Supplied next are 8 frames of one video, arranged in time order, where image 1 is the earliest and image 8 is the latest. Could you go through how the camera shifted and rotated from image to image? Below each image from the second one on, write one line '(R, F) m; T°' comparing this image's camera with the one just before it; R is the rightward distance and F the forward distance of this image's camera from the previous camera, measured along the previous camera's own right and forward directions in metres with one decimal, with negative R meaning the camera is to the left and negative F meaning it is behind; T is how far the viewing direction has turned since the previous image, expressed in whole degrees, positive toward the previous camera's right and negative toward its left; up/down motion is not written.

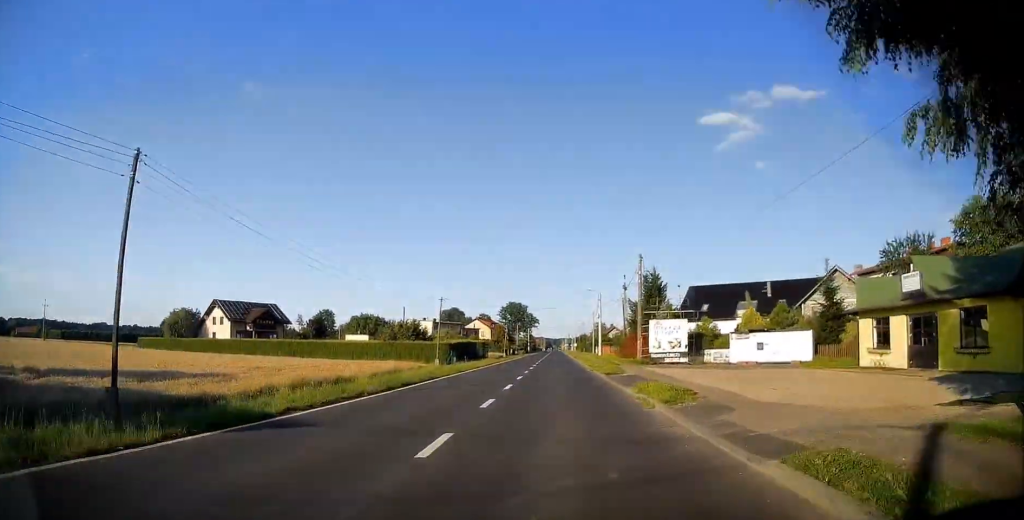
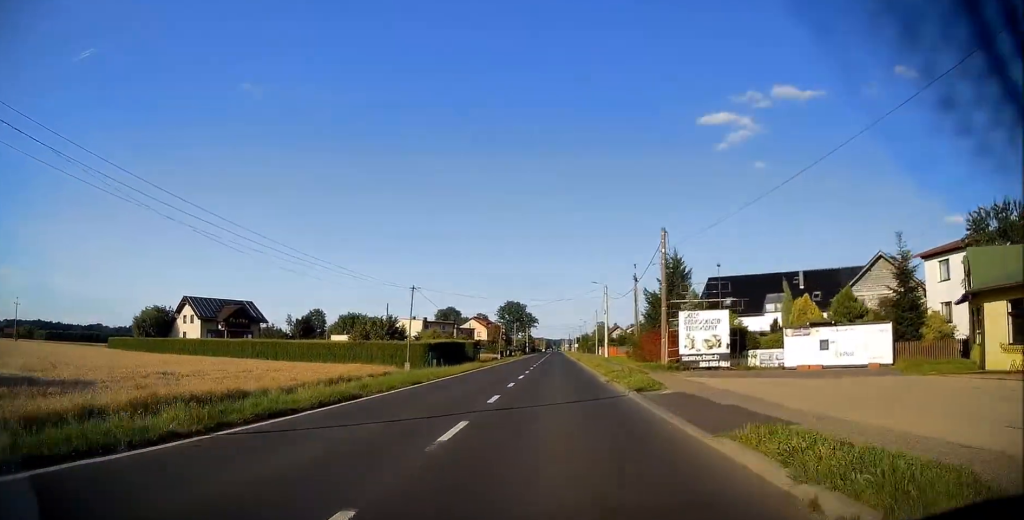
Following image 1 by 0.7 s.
(0.0, +10.4) m; 0°
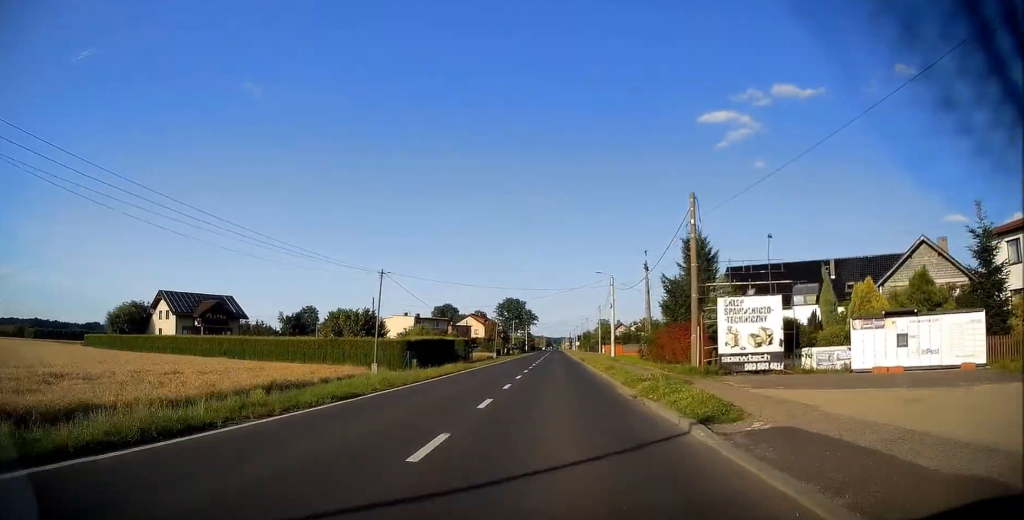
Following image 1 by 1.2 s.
(0.0, +7.8) m; 0°
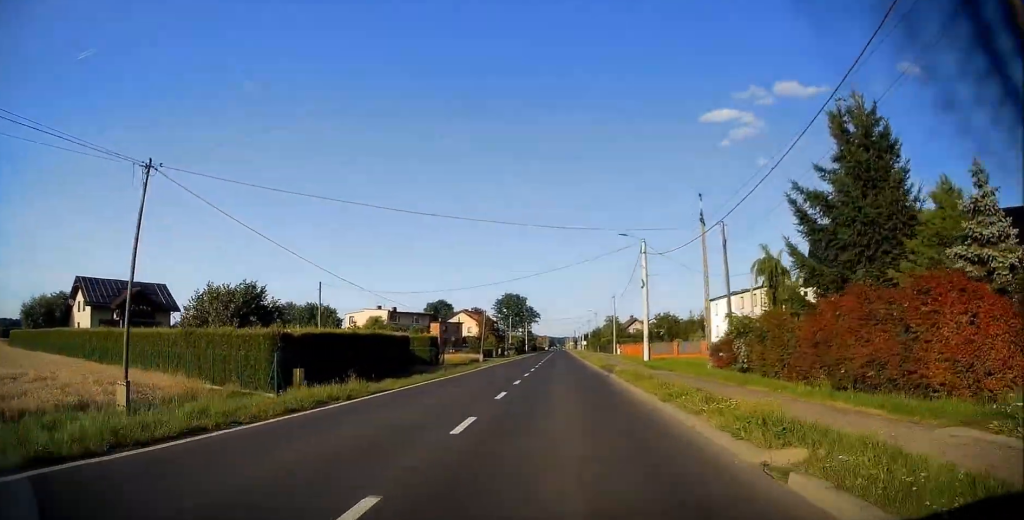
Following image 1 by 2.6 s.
(0.0, +21.8) m; 0°
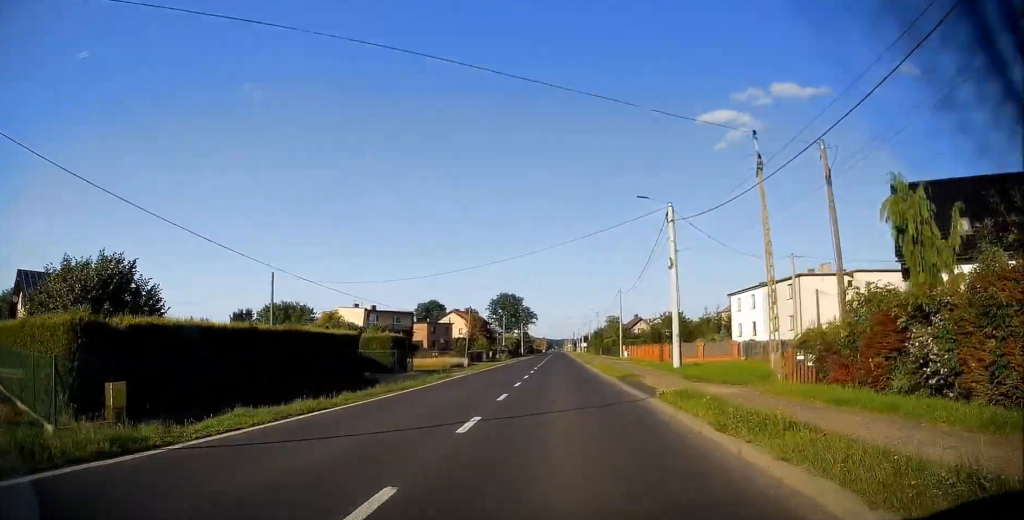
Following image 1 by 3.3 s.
(0.0, +11.4) m; 0°
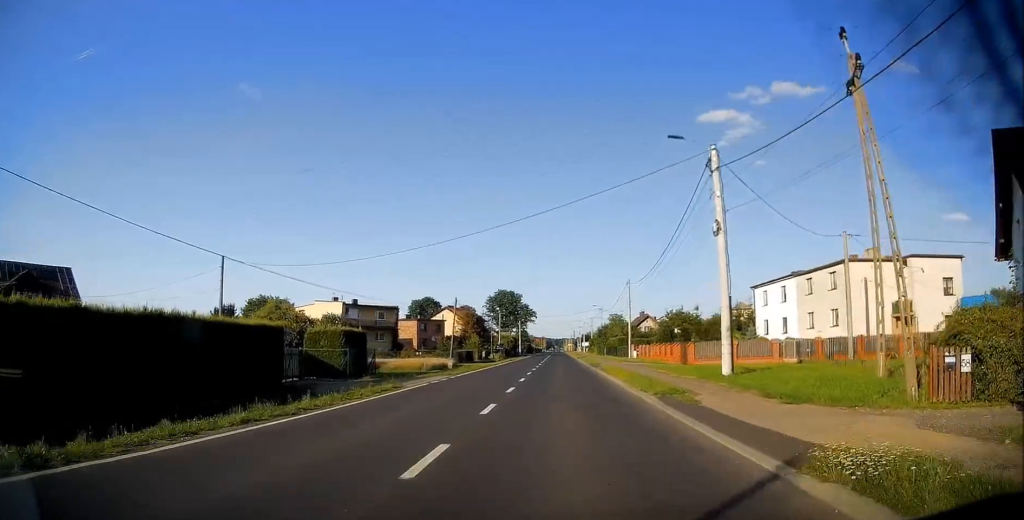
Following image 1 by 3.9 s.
(0.0, +9.3) m; 0°
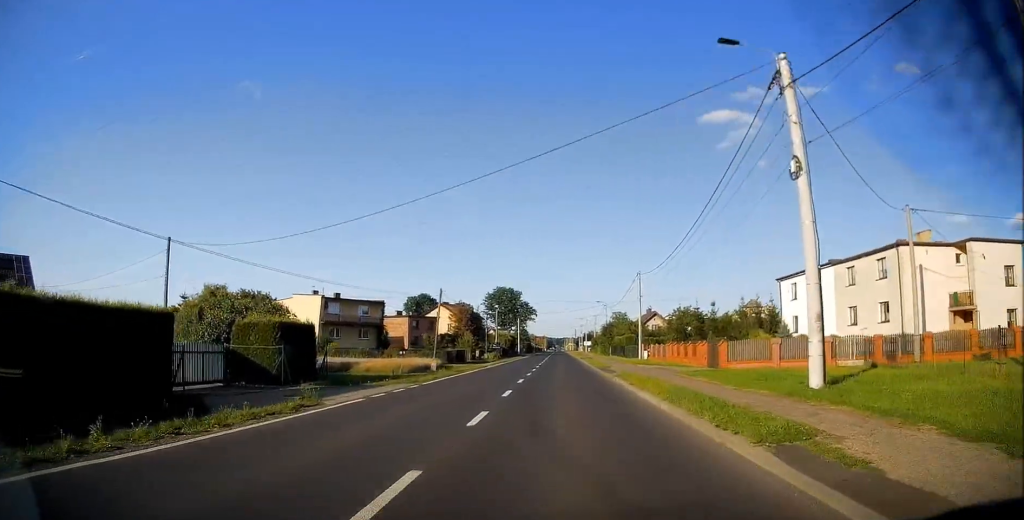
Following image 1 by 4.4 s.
(0.0, +7.8) m; +1°
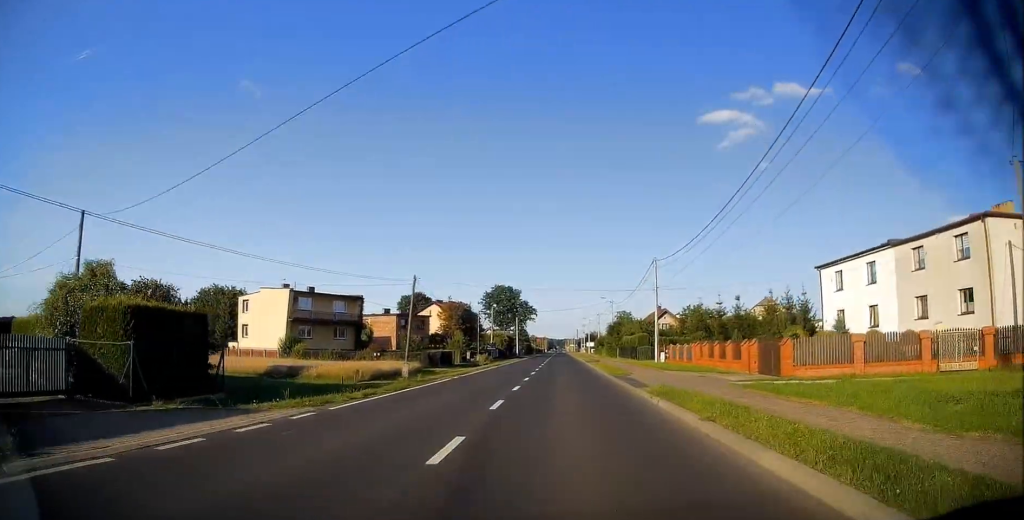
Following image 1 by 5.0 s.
(0.0, +9.3) m; 0°
